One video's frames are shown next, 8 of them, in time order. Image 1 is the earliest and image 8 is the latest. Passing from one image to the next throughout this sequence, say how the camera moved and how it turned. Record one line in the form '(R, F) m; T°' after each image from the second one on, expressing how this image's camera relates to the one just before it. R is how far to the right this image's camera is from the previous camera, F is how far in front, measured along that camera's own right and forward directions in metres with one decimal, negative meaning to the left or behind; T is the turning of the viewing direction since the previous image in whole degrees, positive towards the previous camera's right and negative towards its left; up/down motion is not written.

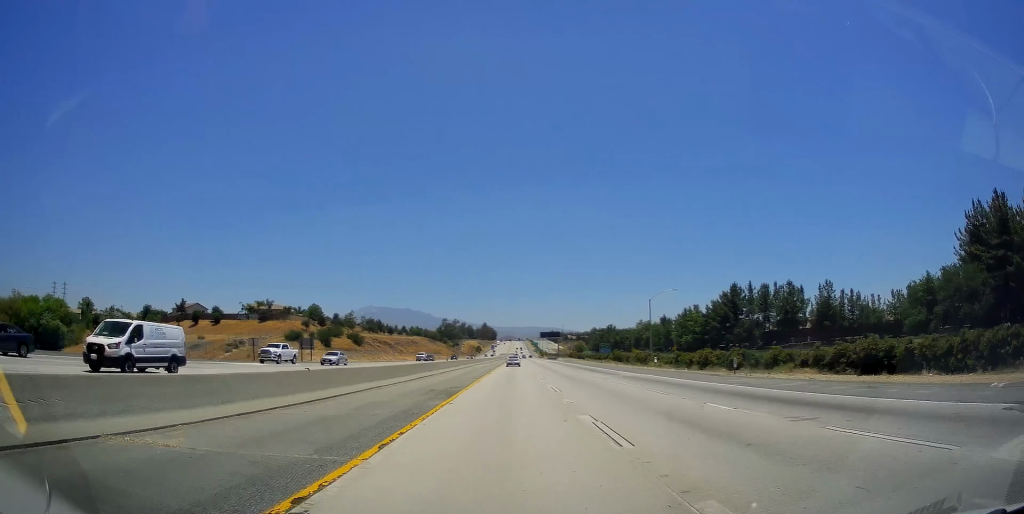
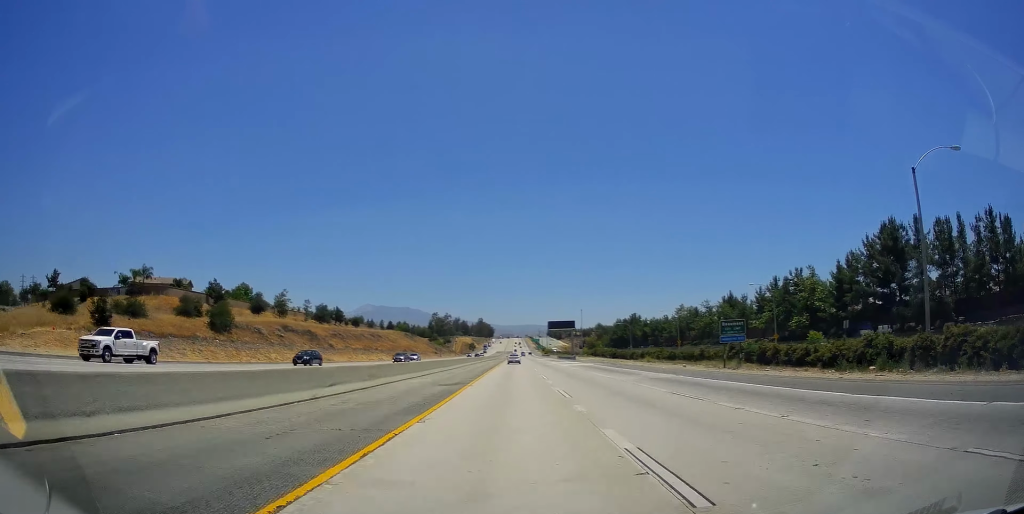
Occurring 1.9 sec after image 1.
(+1.2, +61.2) m; +1°
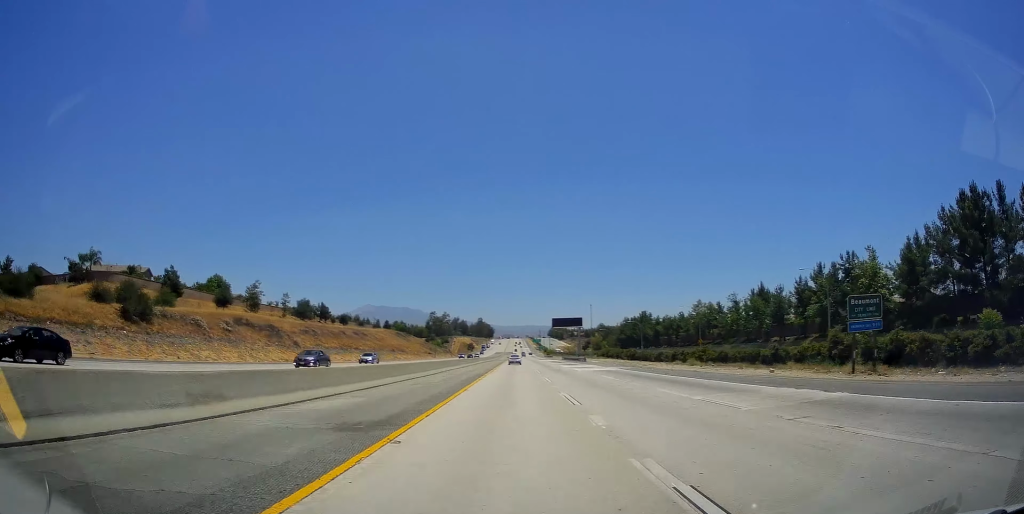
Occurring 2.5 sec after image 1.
(-0.3, +17.5) m; 0°
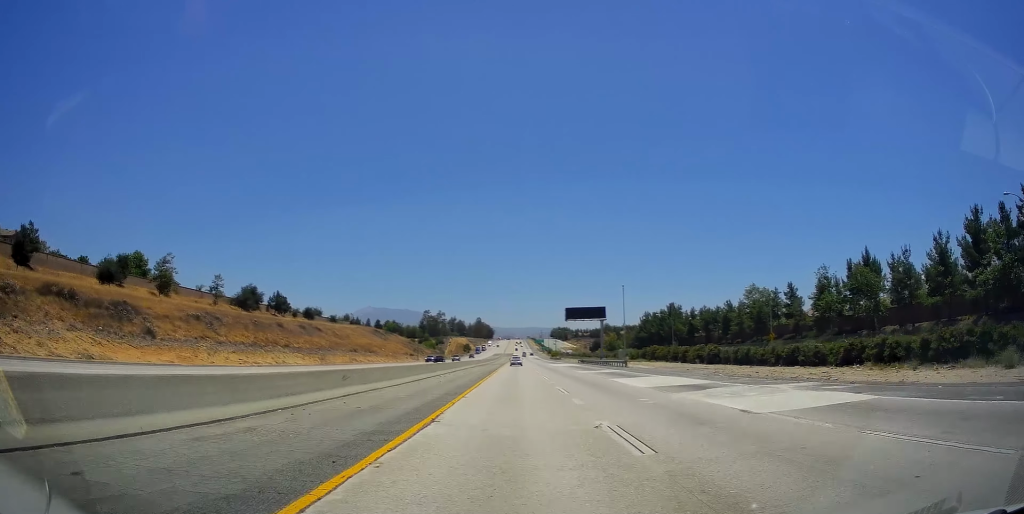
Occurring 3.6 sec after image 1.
(+0.1, +39.6) m; 0°
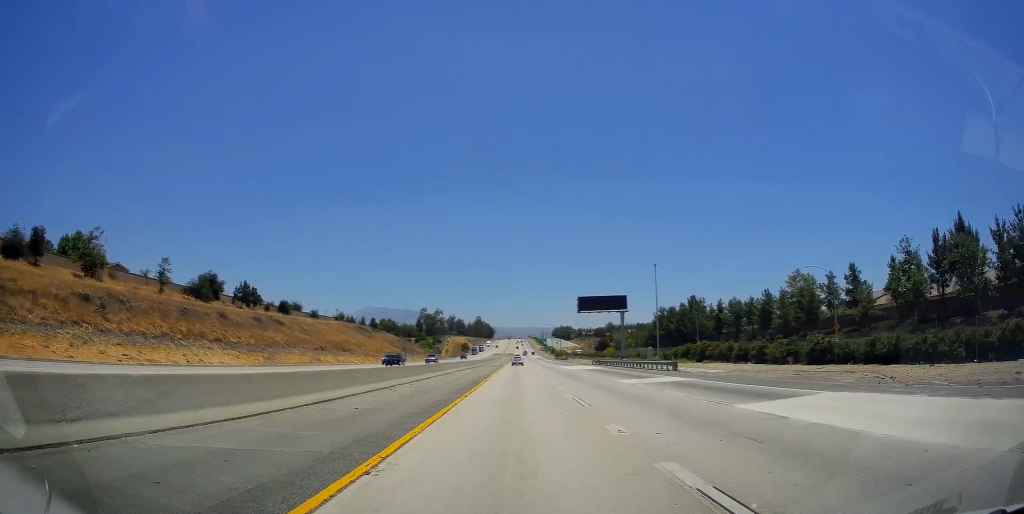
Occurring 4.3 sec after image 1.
(+0.1, +20.9) m; 0°
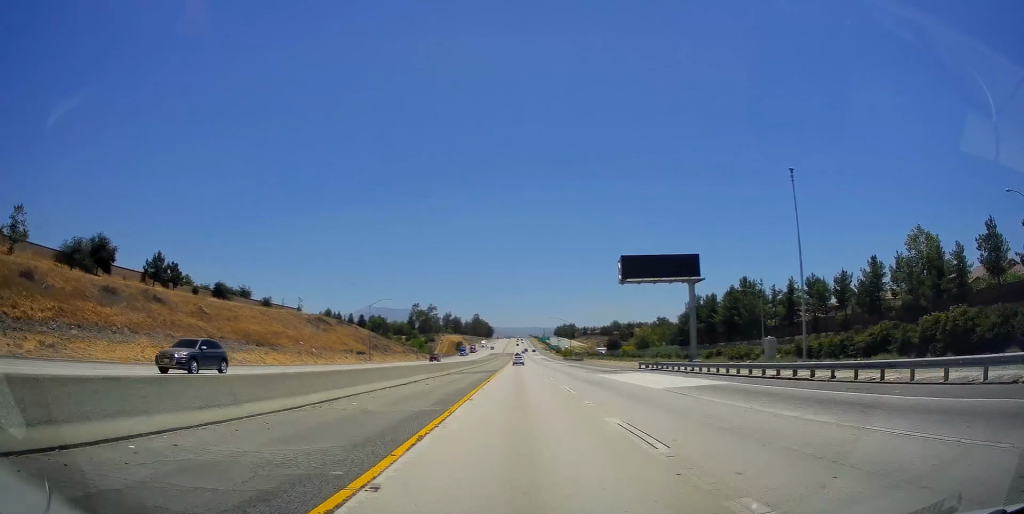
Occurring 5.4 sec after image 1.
(+0.1, +36.2) m; 0°
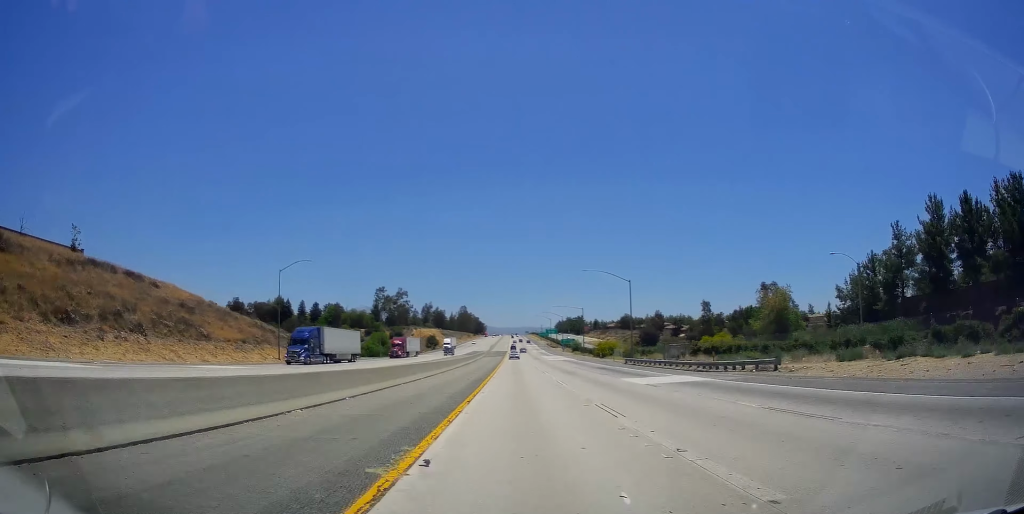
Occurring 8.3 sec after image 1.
(0.0, +95.8) m; +1°
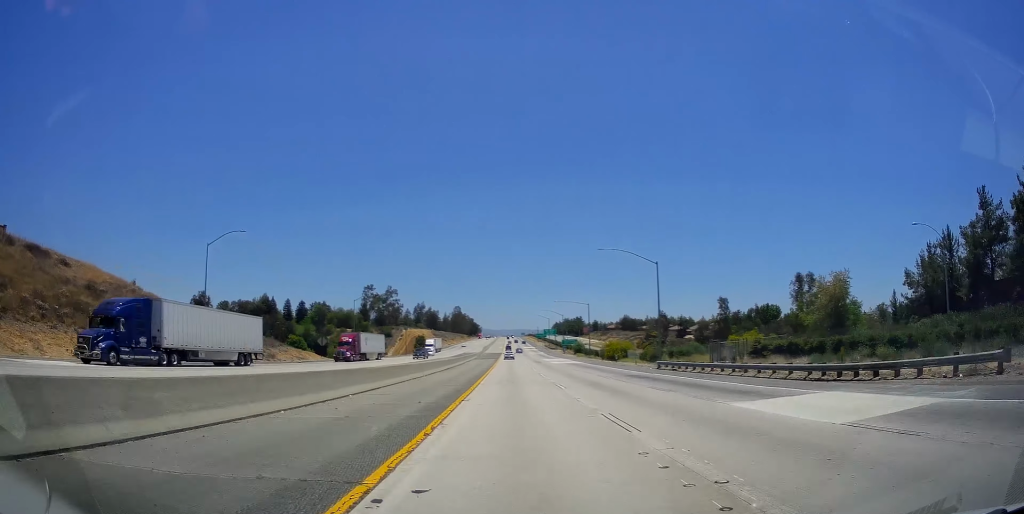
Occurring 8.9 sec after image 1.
(-0.2, +18.7) m; 0°
